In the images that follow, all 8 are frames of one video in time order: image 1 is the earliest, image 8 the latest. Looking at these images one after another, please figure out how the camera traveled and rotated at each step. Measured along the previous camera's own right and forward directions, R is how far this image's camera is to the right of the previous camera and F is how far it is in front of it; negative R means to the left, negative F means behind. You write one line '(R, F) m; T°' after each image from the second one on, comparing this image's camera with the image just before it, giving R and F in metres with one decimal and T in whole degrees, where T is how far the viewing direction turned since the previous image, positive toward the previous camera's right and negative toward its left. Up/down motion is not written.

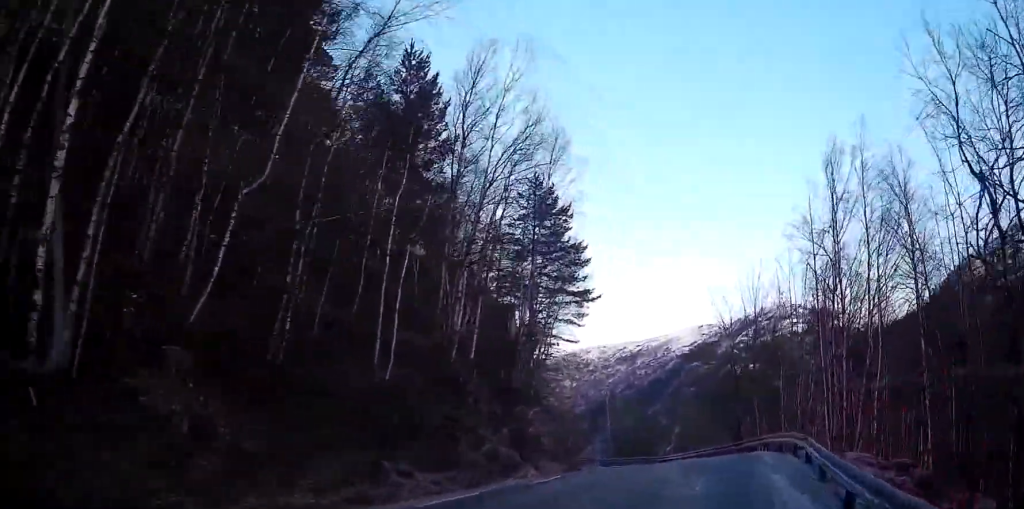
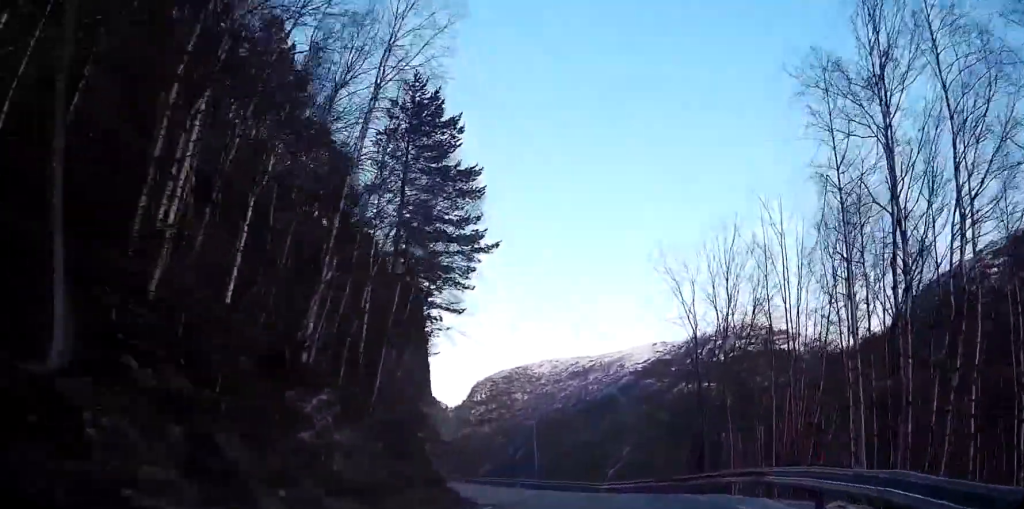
(+0.7, +14.9) m; +2°
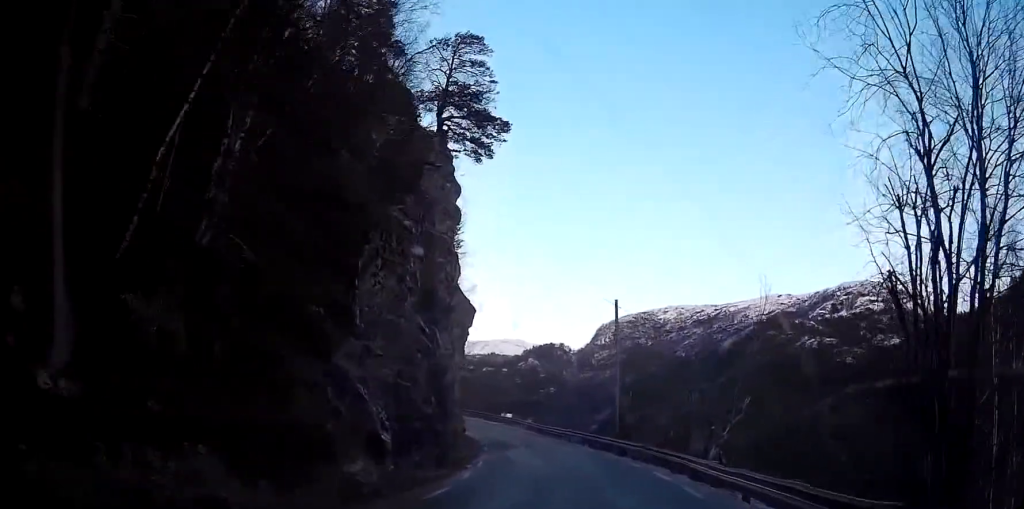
(-1.6, +21.5) m; -10°
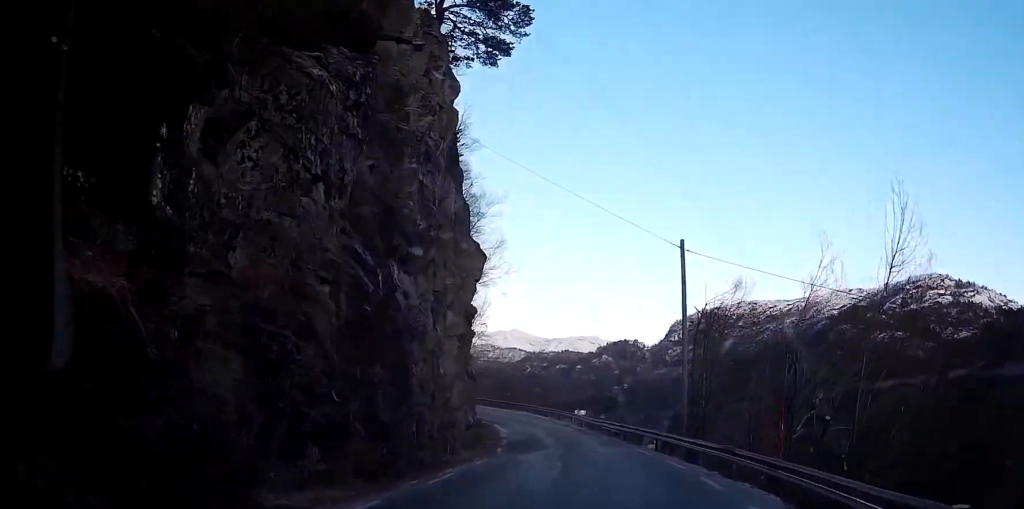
(-0.6, +13.2) m; -5°
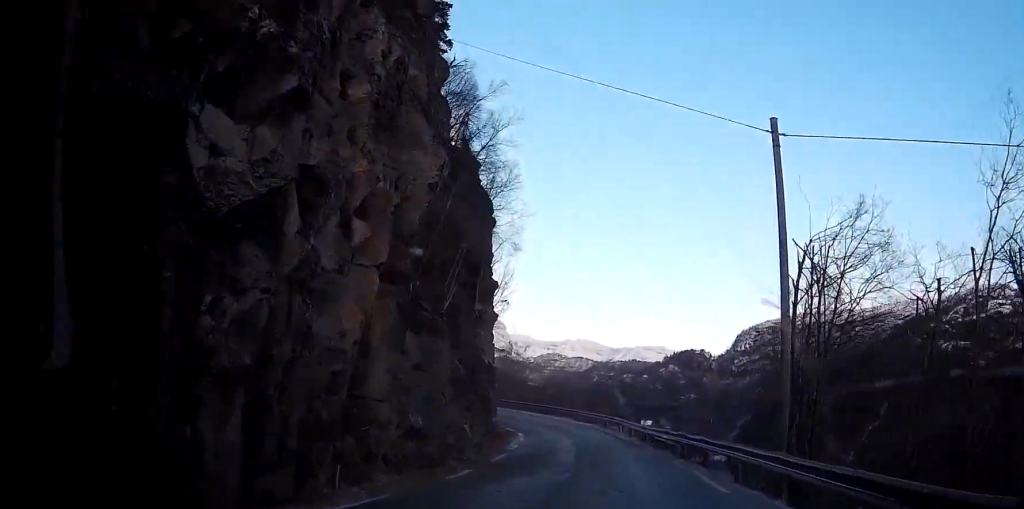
(-0.7, +13.4) m; -5°
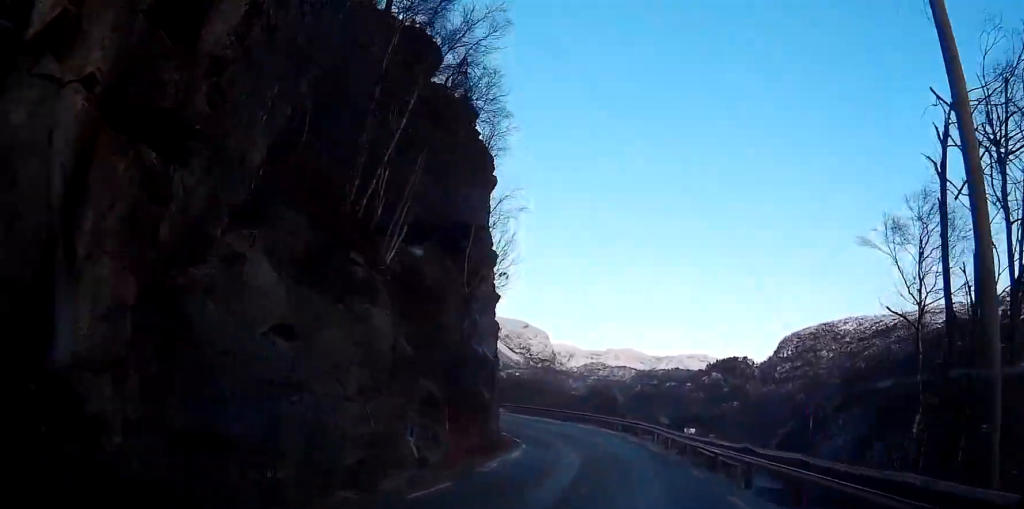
(-0.3, +10.2) m; -2°
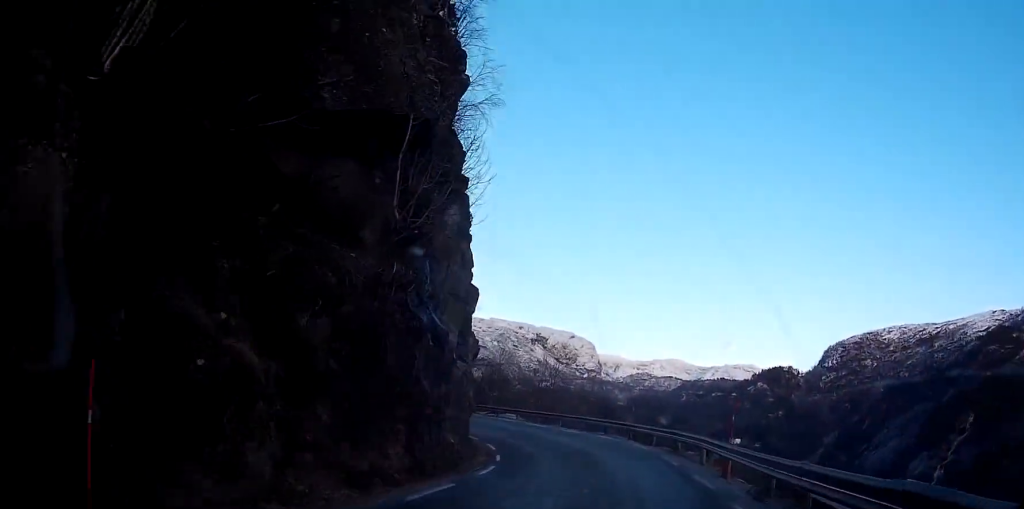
(0.0, +13.0) m; -3°
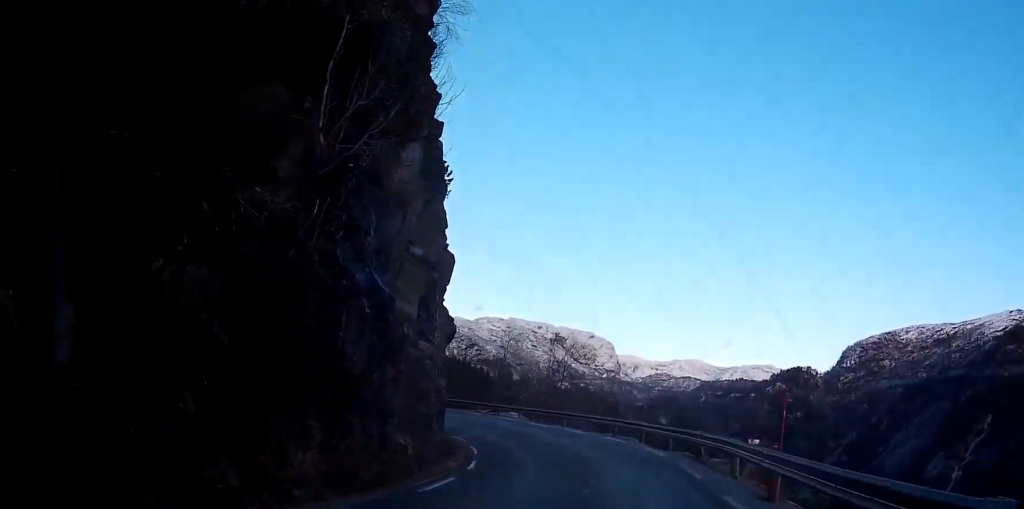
(0.0, +5.8) m; -3°
